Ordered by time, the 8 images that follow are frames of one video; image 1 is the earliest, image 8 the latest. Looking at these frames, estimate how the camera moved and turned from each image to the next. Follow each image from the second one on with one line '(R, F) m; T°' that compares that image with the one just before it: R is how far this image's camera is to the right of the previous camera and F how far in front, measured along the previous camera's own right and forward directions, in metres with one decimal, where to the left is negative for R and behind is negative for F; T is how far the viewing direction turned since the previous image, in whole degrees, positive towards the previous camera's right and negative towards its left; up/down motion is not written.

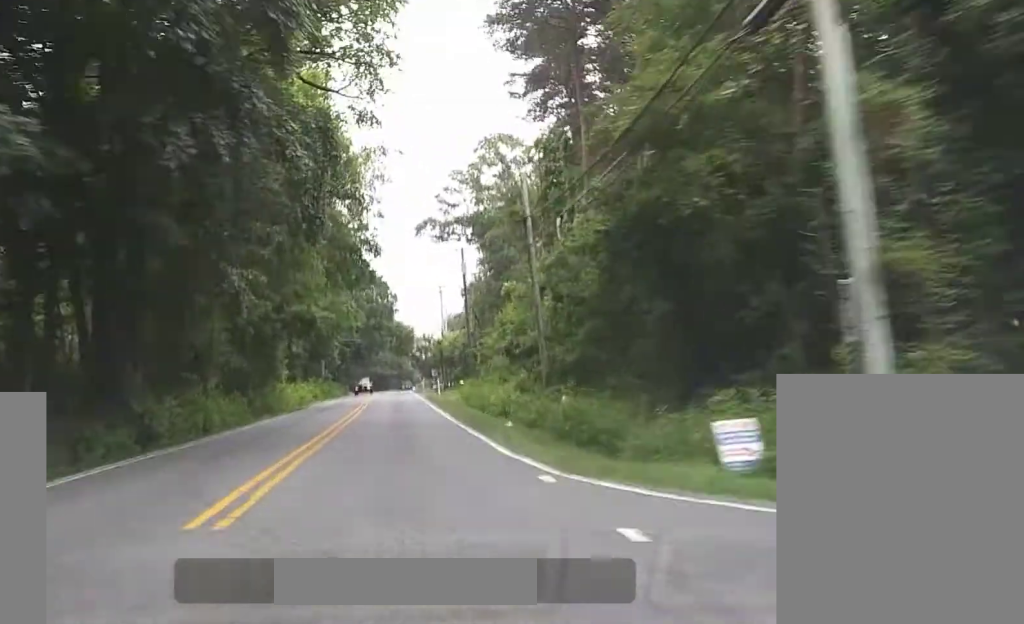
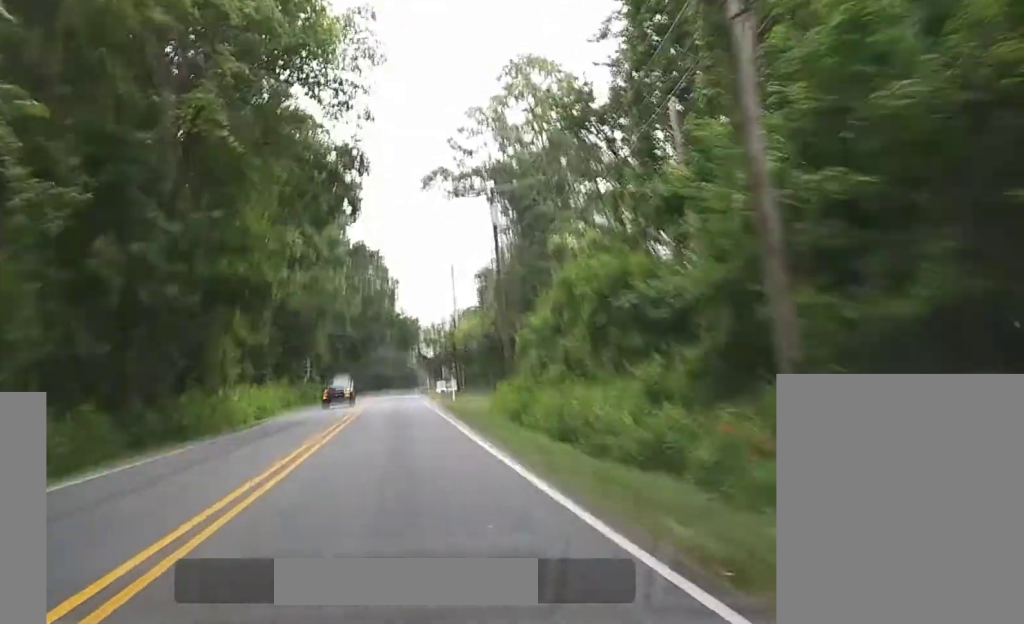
(+1.4, +23.5) m; +3°
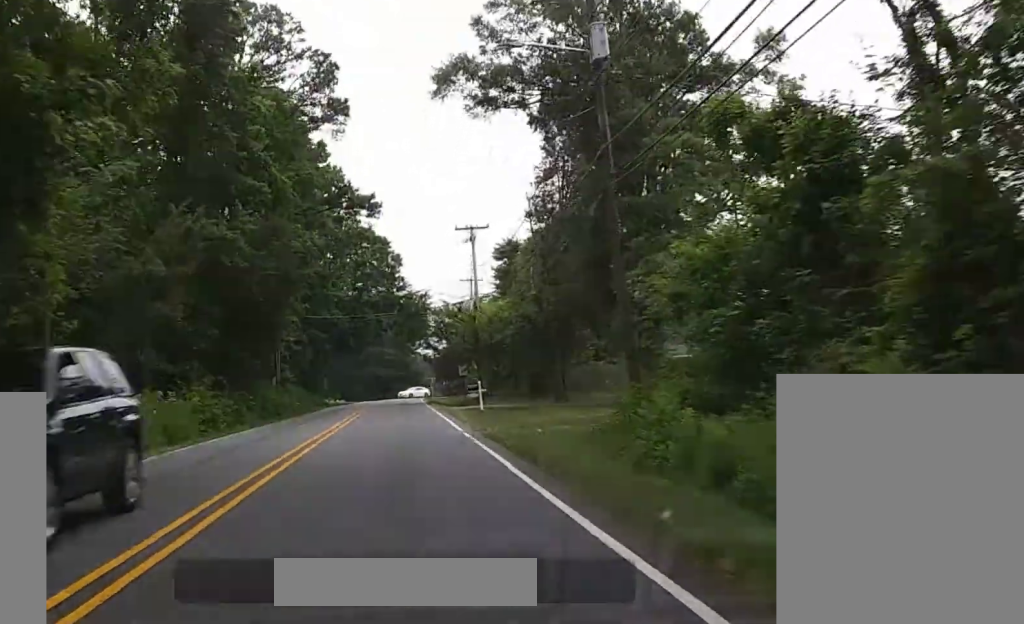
(-1.7, +27.3) m; -3°
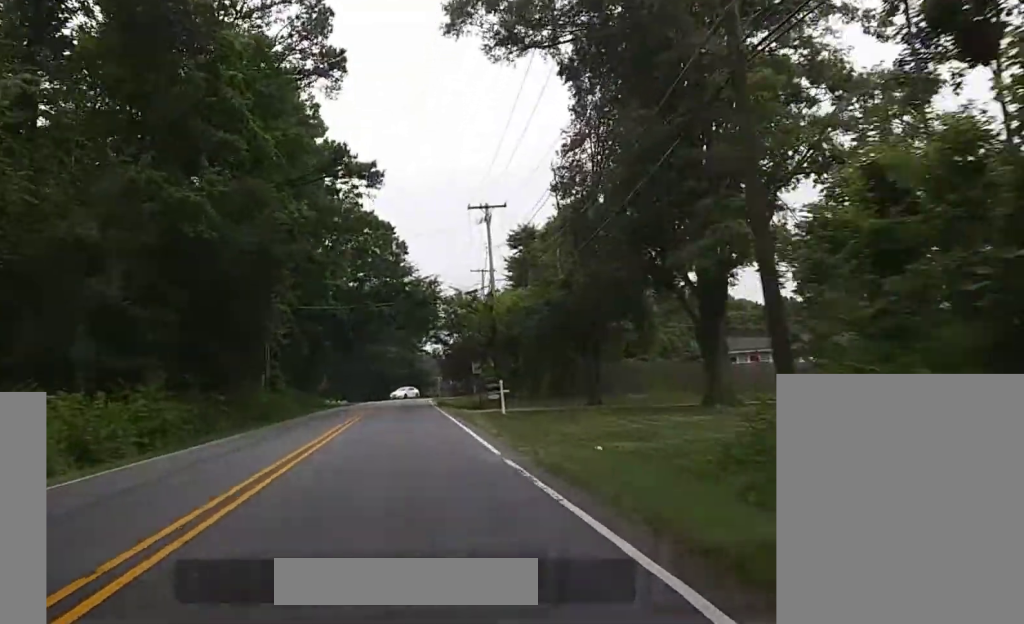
(0.0, +8.9) m; 0°
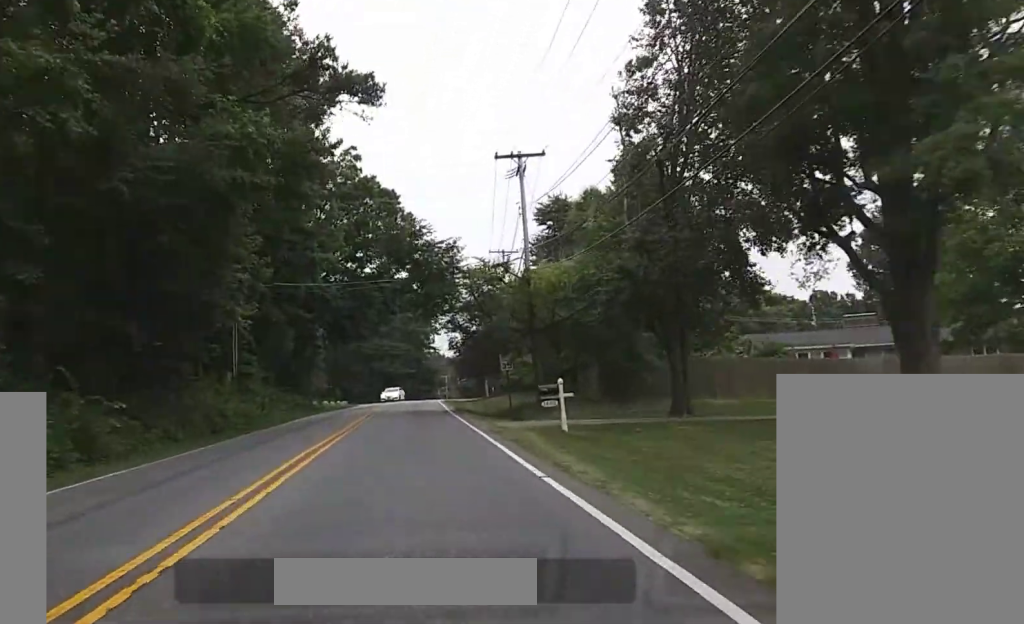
(0.0, +16.3) m; 0°
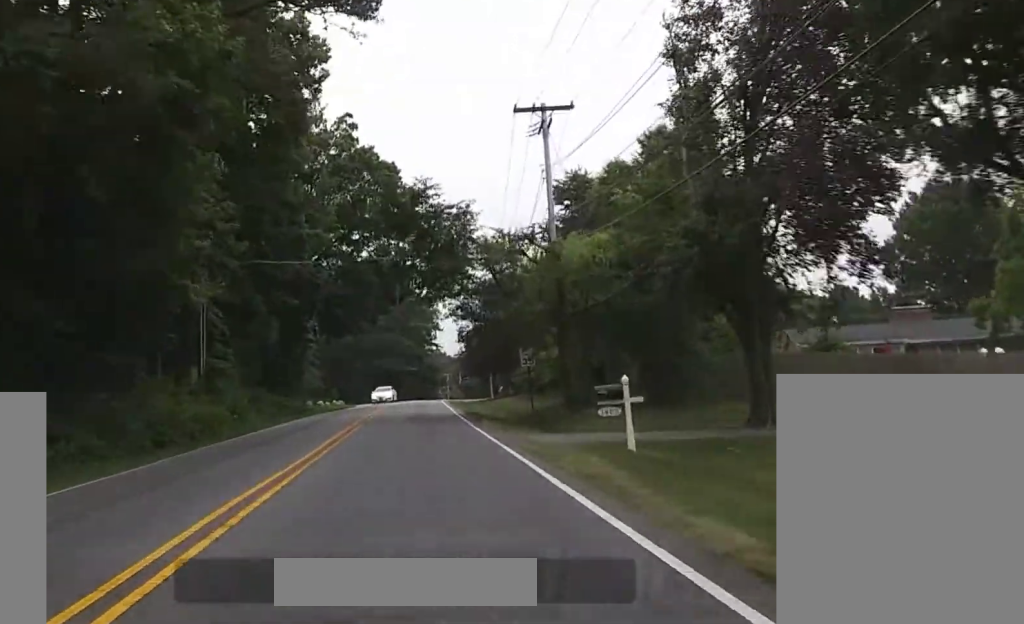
(0.0, +8.2) m; 0°
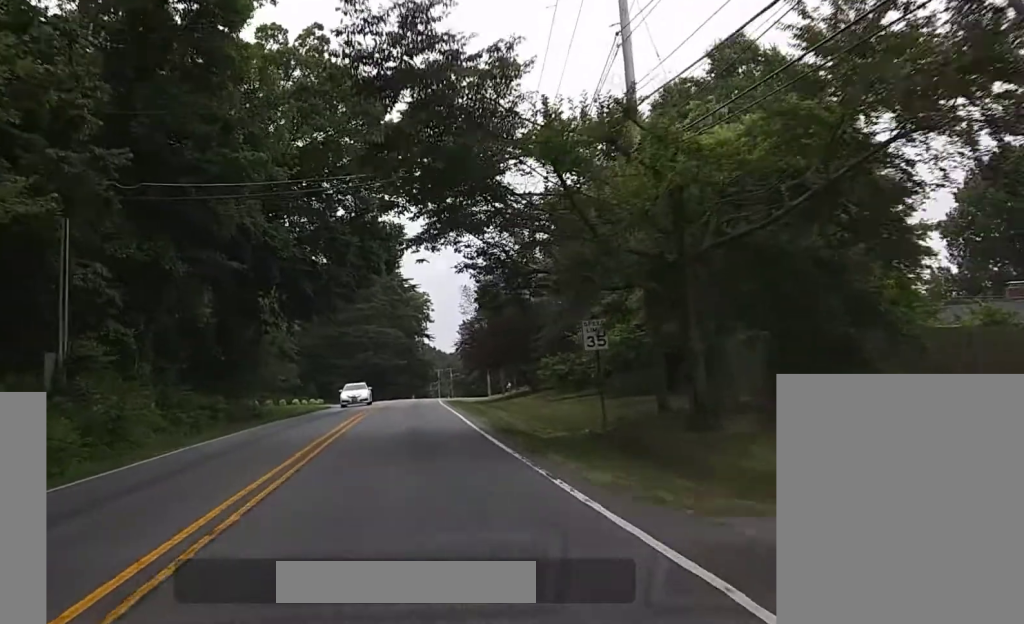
(0.0, +17.0) m; +1°
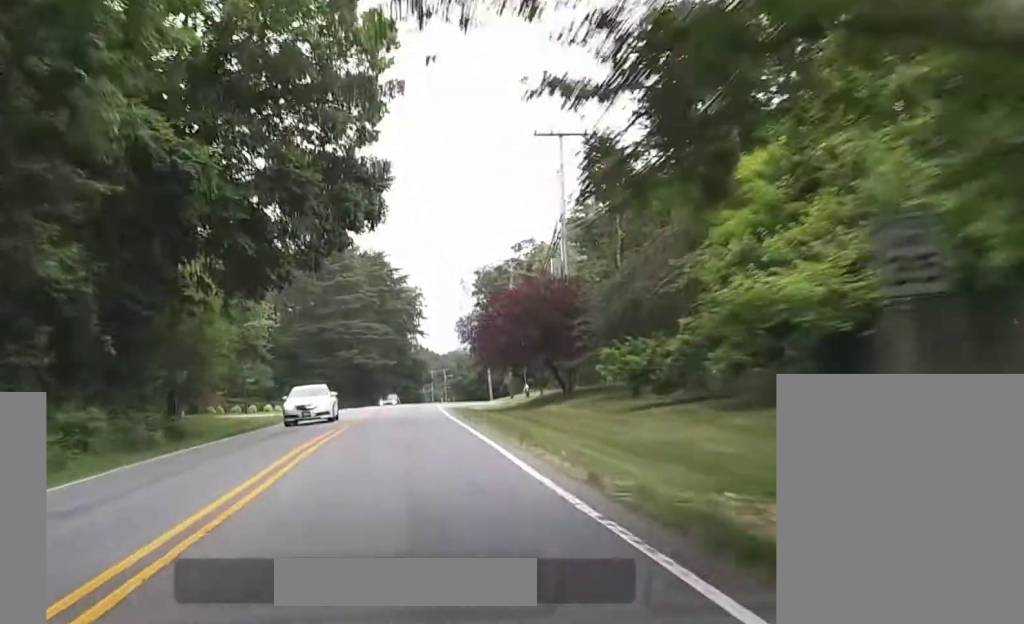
(+0.2, +16.3) m; +1°
